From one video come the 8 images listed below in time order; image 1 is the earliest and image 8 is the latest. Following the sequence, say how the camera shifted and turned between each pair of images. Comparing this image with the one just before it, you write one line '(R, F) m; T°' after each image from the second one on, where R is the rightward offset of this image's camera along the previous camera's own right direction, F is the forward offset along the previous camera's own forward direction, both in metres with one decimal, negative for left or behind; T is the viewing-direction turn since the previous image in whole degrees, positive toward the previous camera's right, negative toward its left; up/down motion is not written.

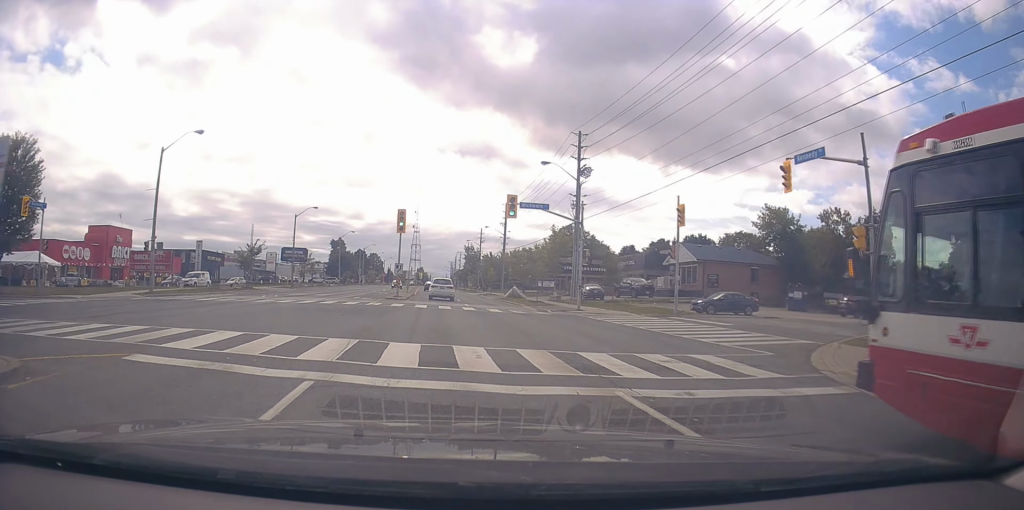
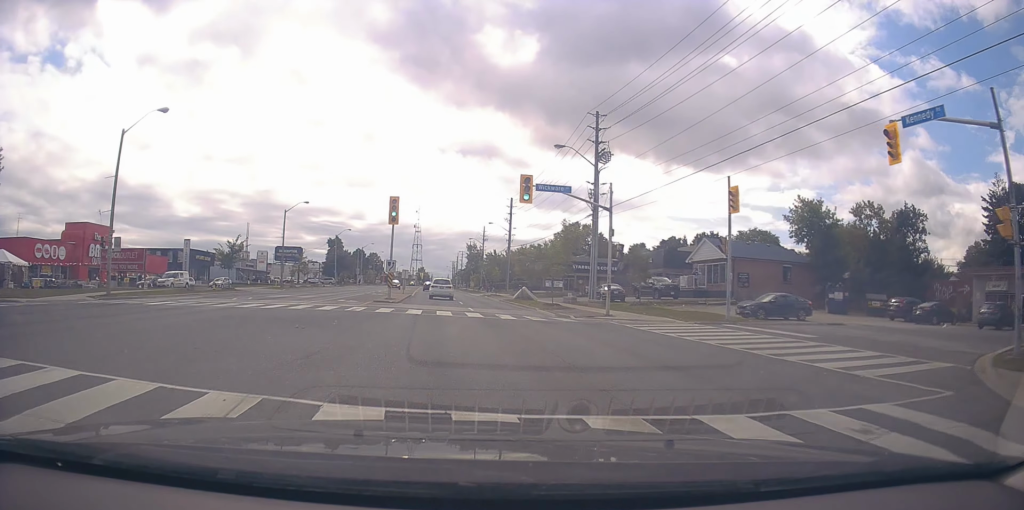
(+0.3, +5.5) m; -1°
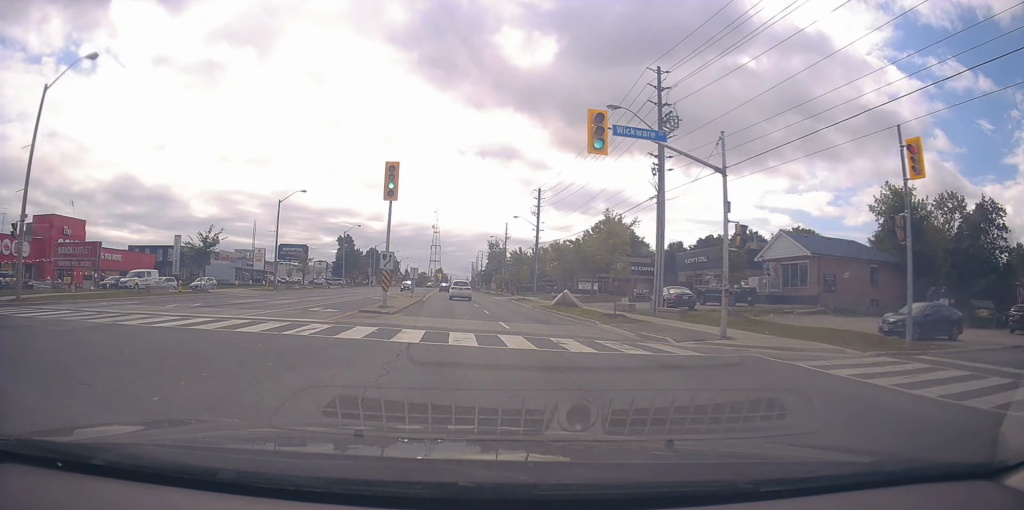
(-0.3, +9.6) m; -1°
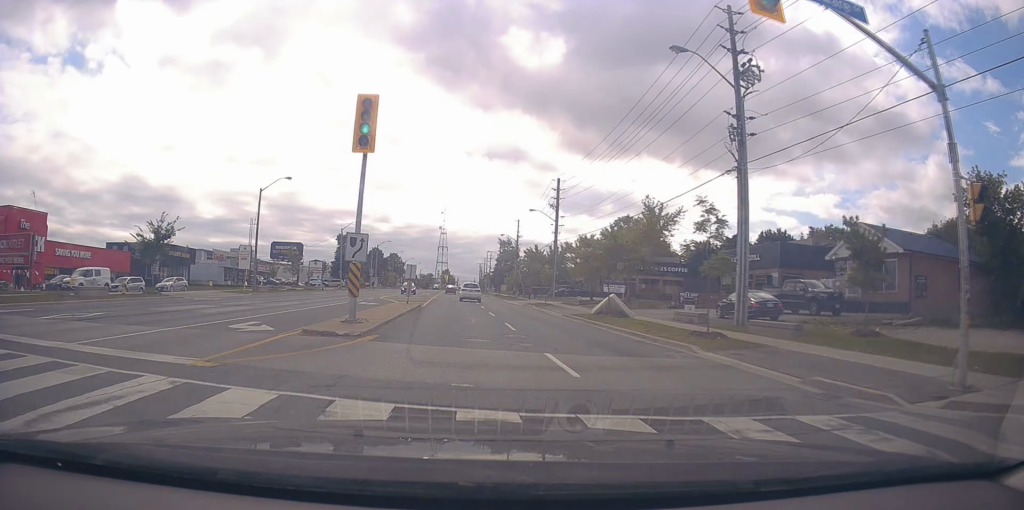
(-0.3, +8.4) m; 0°
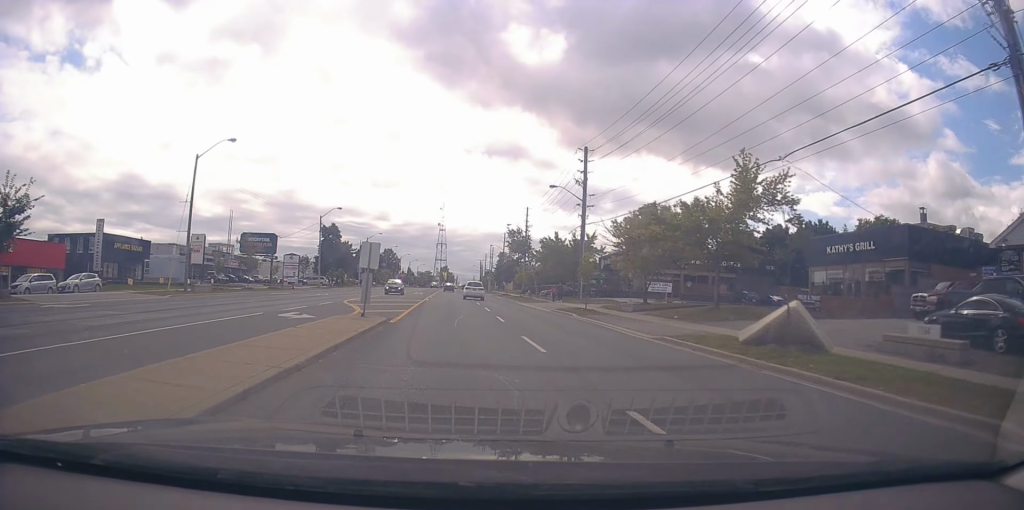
(+0.6, +14.2) m; 0°
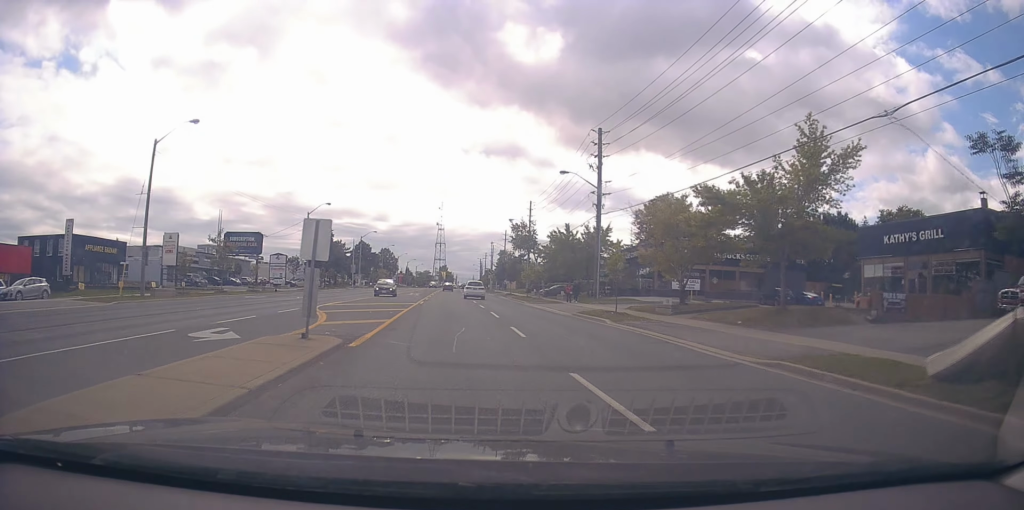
(-0.3, +6.1) m; -1°
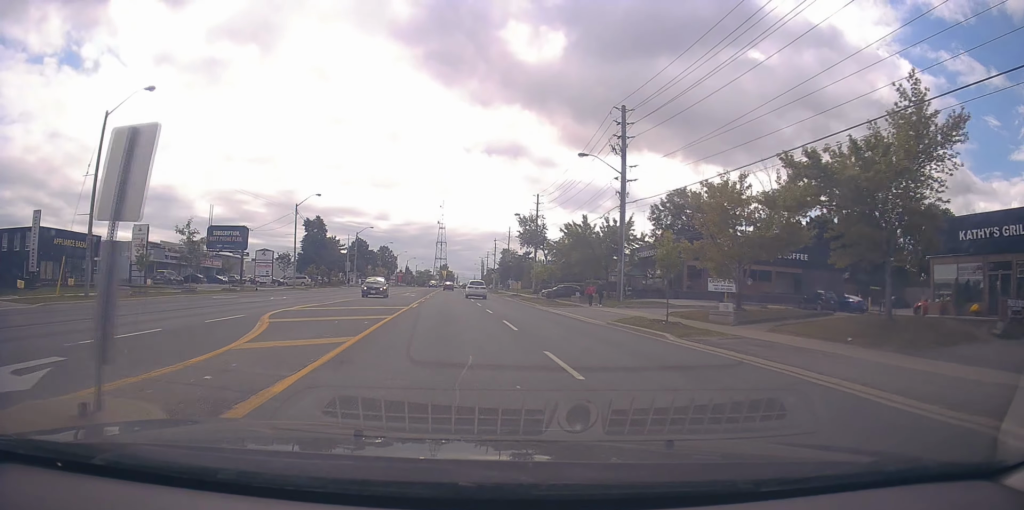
(-0.1, +6.3) m; -1°
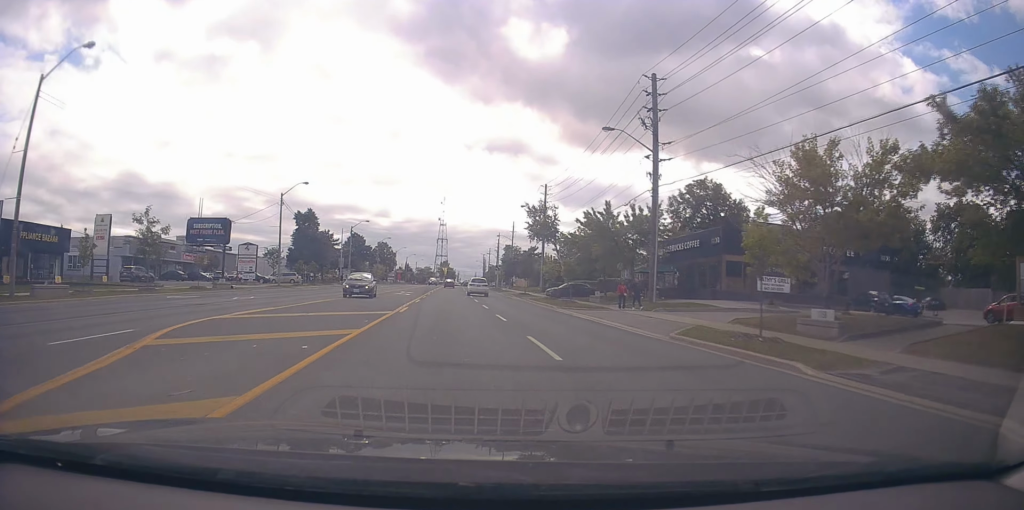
(+0.1, +6.5) m; 0°
